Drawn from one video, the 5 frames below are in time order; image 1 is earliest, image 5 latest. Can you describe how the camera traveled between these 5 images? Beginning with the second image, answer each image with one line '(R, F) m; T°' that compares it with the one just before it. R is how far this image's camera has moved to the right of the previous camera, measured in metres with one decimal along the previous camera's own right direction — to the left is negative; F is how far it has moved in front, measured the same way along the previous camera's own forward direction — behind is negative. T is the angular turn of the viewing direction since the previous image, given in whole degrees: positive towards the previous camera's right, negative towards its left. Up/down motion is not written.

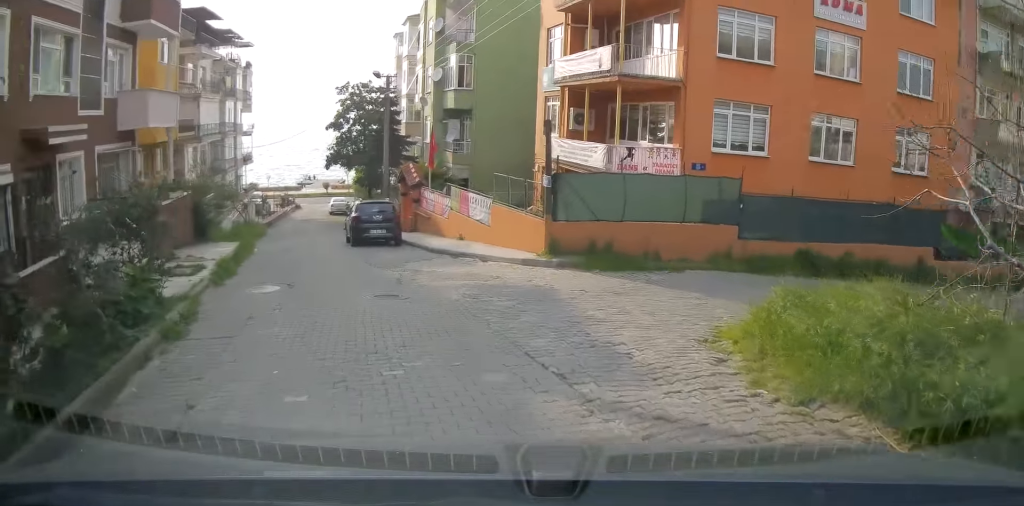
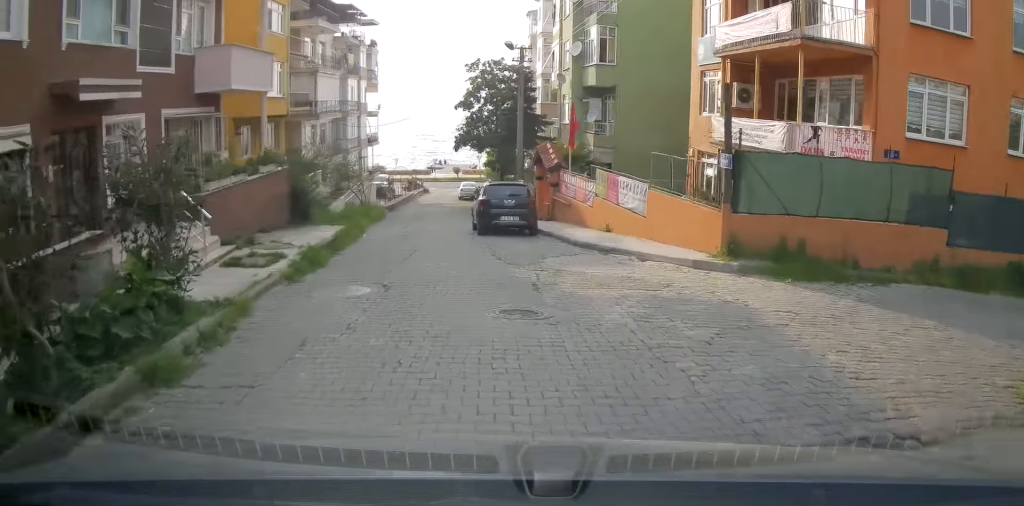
(-0.3, +2.7) m; -8°
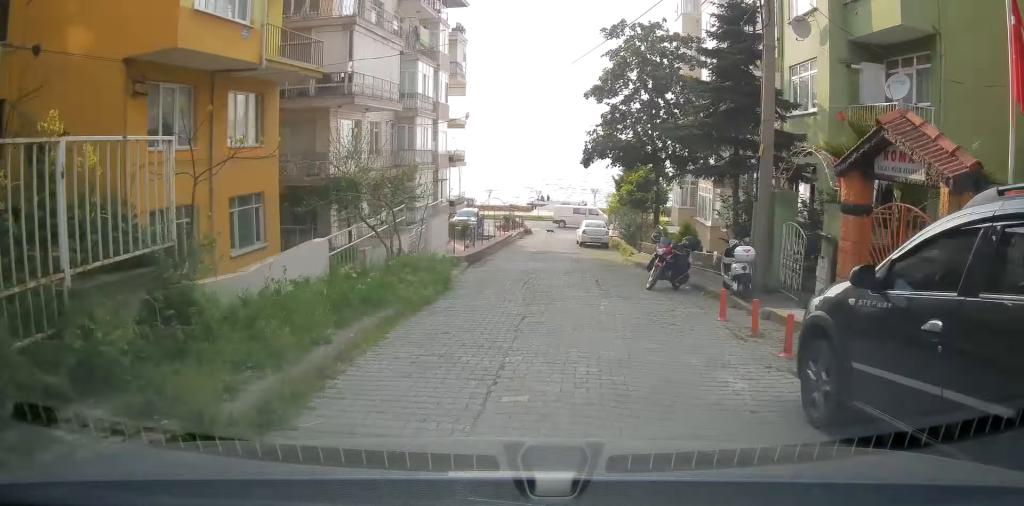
(-3.0, +14.2) m; -17°
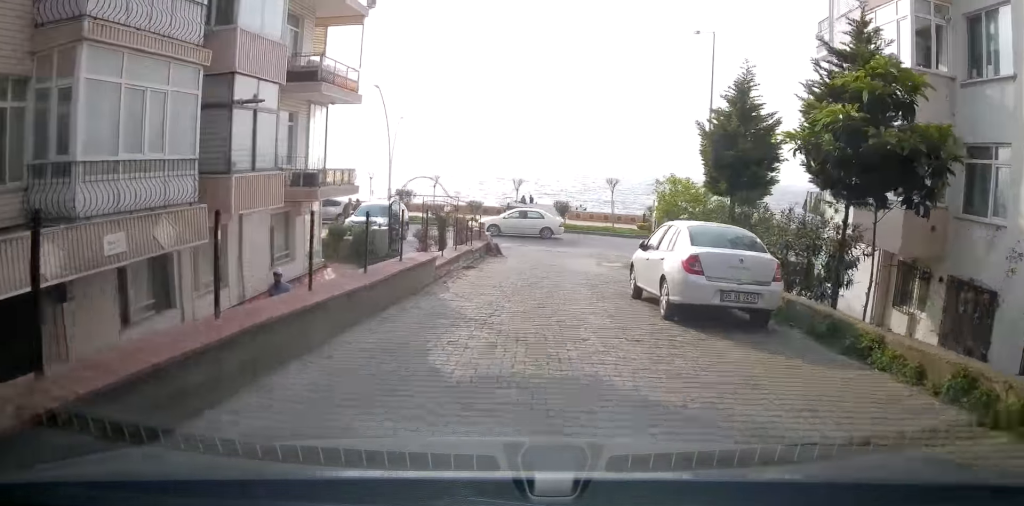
(+2.4, +25.5) m; +5°
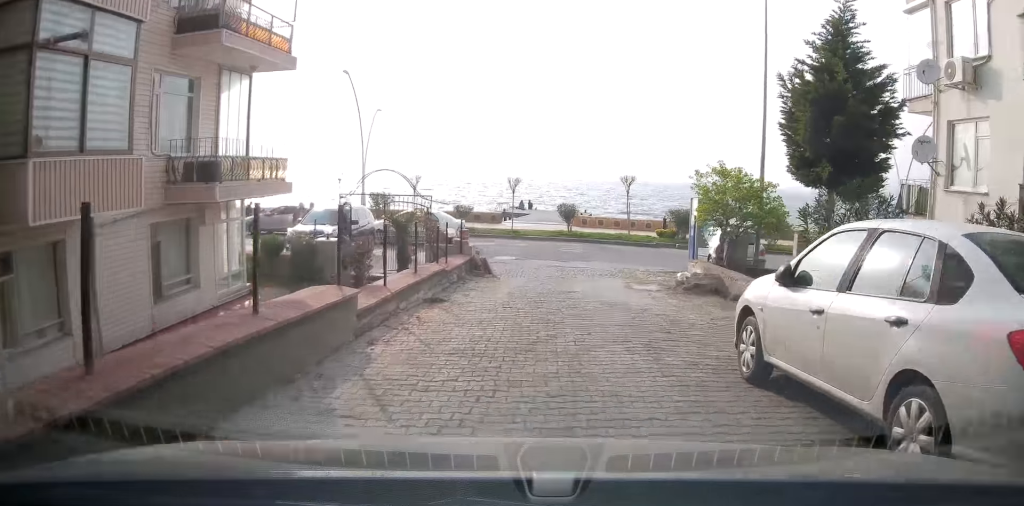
(0.0, +6.0) m; 0°
